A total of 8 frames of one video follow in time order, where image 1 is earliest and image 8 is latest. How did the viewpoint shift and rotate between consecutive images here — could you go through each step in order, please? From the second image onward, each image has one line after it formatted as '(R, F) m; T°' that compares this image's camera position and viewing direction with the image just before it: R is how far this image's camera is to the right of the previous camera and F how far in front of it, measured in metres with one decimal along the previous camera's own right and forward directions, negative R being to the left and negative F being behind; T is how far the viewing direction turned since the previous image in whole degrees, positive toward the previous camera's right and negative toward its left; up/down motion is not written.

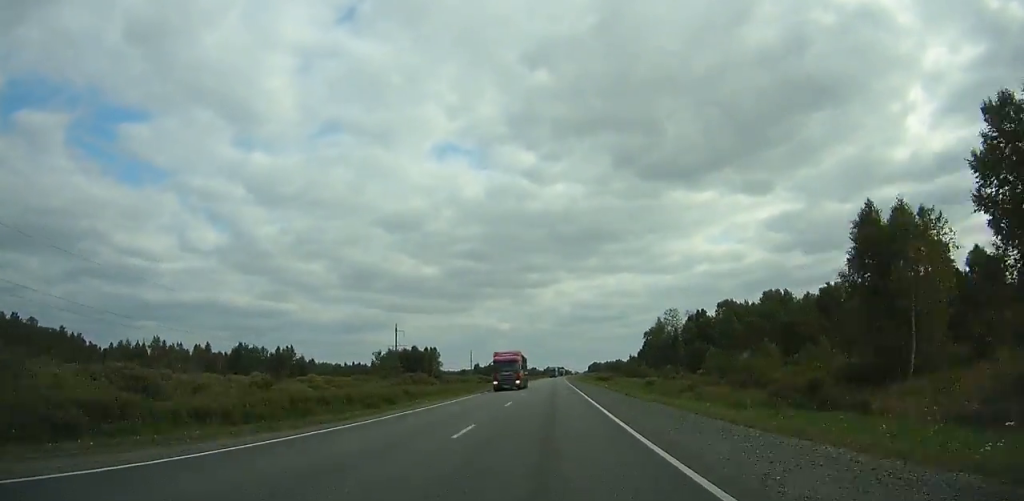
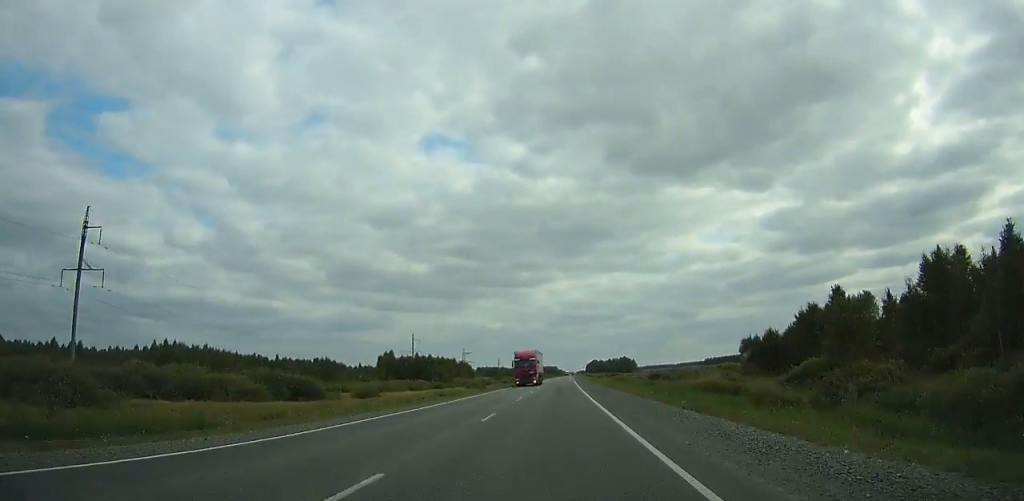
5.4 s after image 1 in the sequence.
(+0.4, +153.3) m; +1°
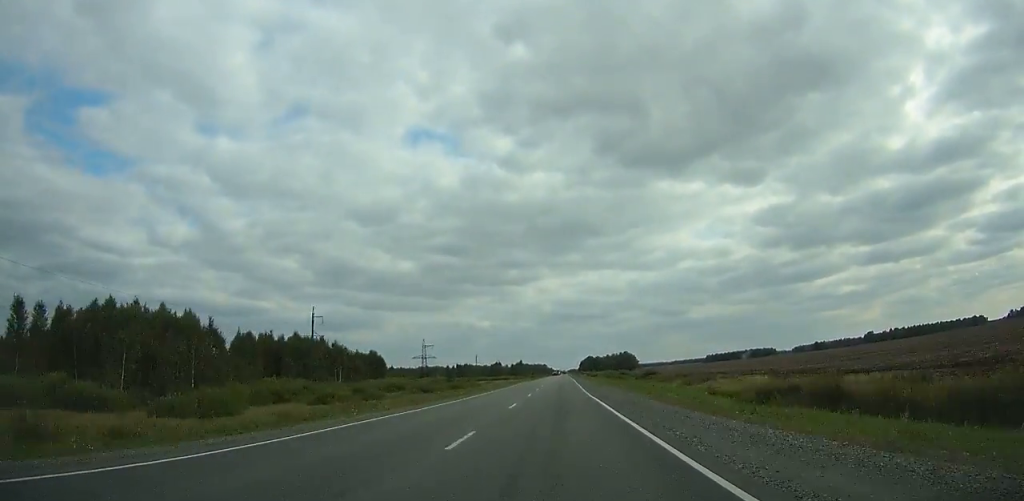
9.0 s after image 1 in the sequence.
(+1.0, +102.3) m; +1°
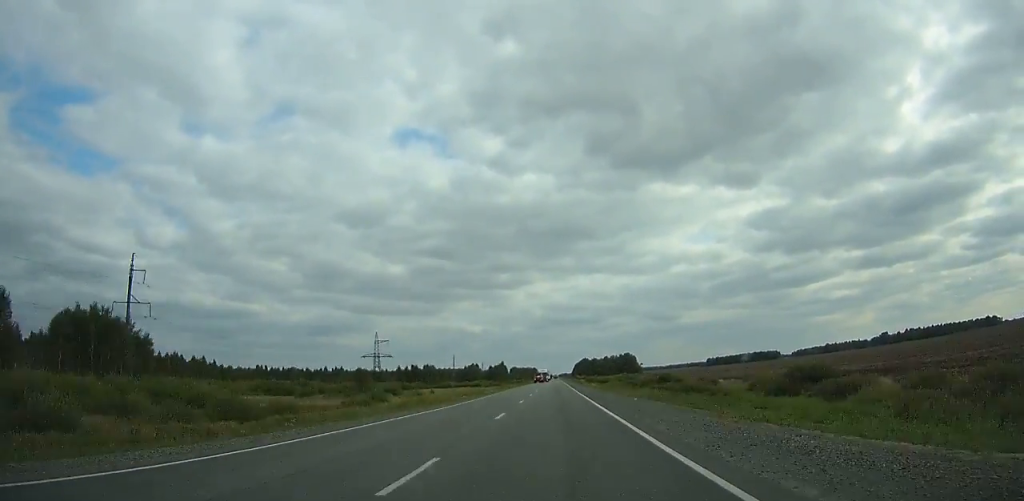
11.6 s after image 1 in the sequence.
(+0.5, +75.1) m; +1°
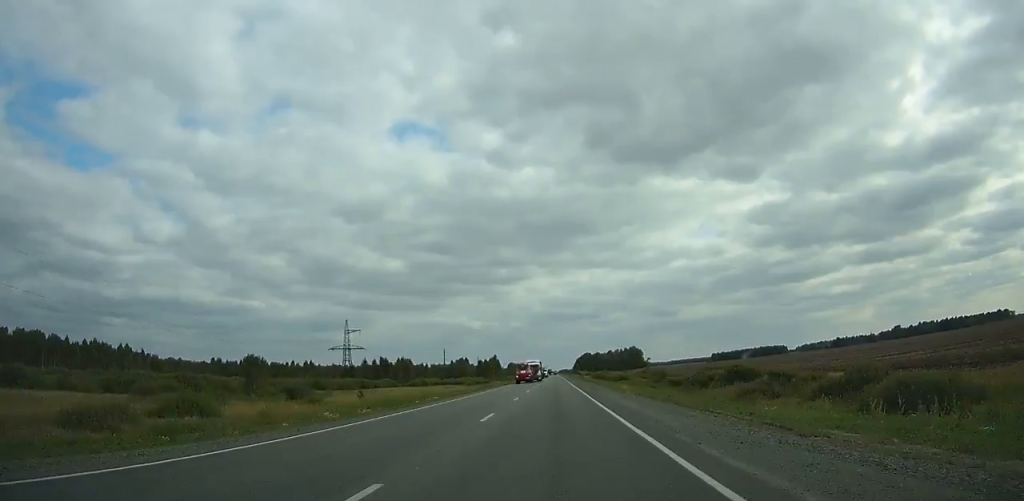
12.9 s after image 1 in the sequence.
(0.0, +37.9) m; 0°
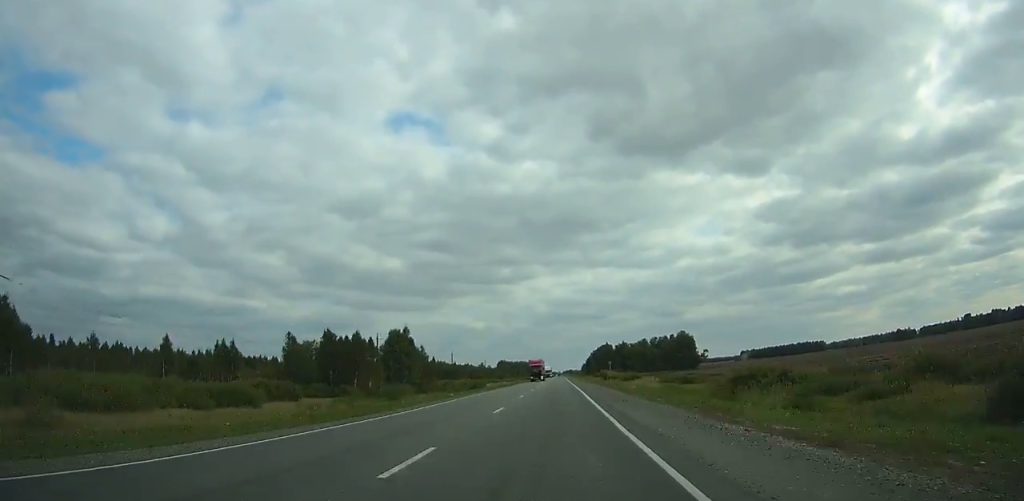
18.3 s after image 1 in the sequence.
(+0.1, +162.0) m; 0°
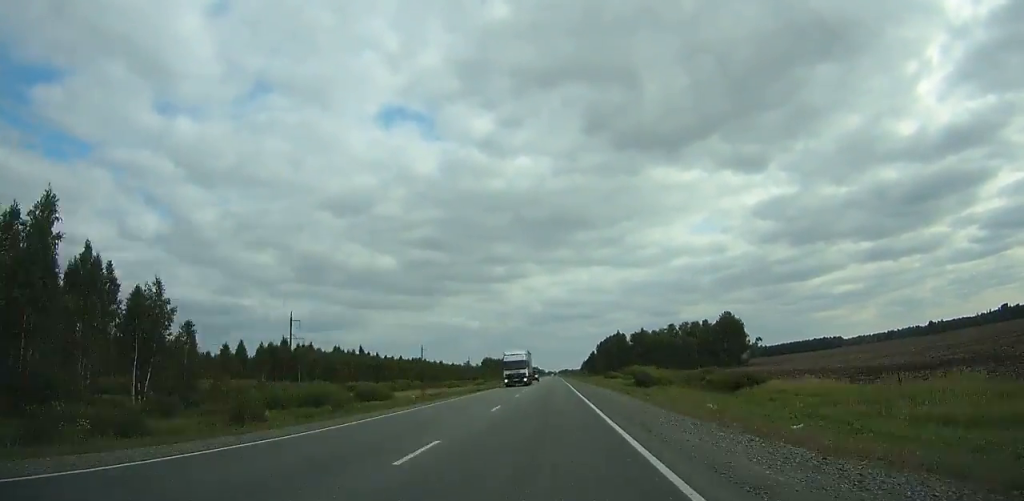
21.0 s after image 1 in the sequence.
(0.0, +82.7) m; 0°
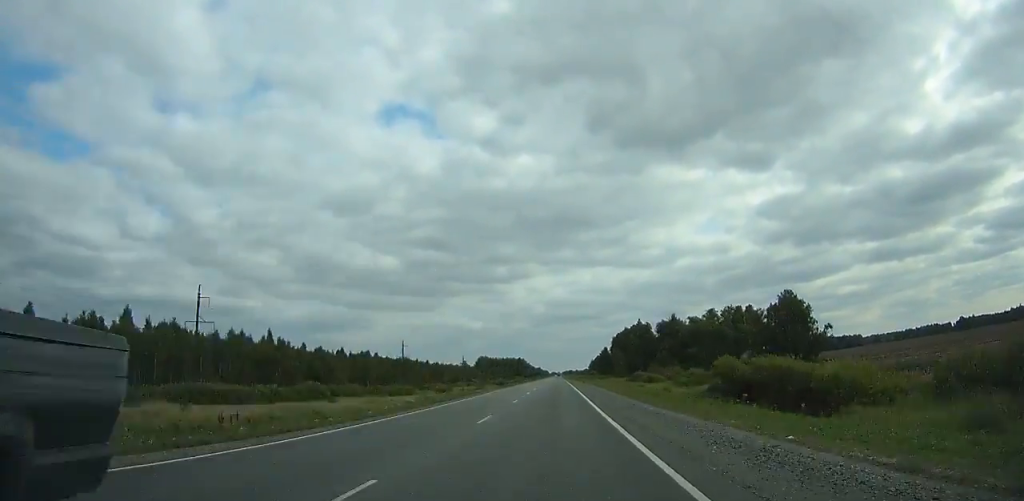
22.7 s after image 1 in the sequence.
(0.0, +52.4) m; 0°
